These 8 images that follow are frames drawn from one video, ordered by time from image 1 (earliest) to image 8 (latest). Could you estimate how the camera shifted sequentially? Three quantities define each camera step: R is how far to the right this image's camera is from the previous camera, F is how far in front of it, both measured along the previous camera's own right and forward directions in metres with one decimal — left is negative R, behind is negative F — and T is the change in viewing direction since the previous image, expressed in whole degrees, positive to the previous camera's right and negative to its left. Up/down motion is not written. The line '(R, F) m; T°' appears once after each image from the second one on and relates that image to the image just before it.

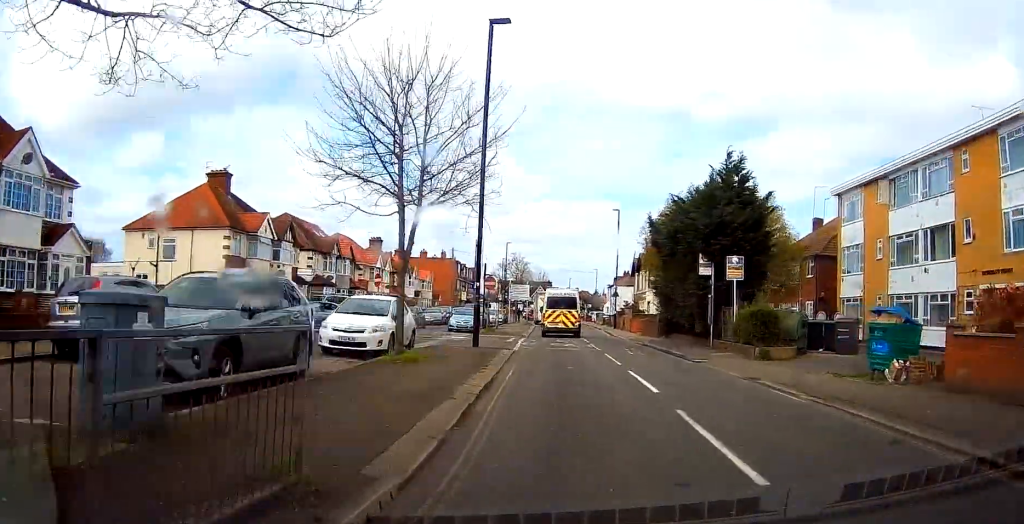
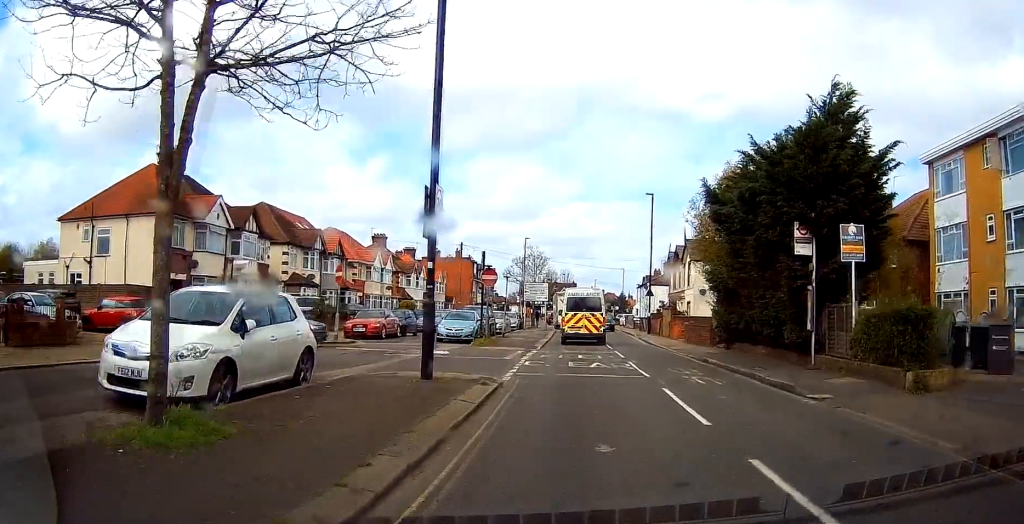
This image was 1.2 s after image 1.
(-0.2, +8.8) m; -1°
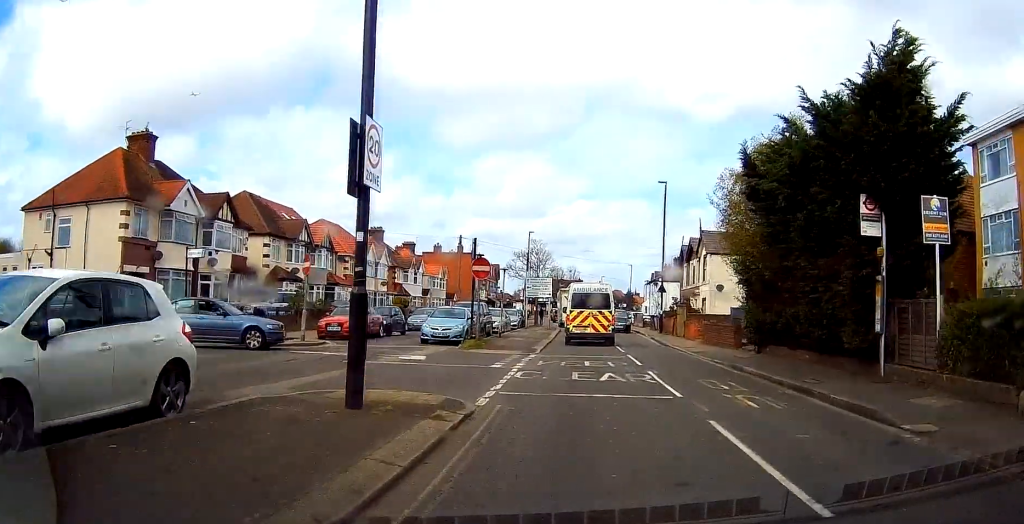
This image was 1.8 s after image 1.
(0.0, +3.5) m; 0°
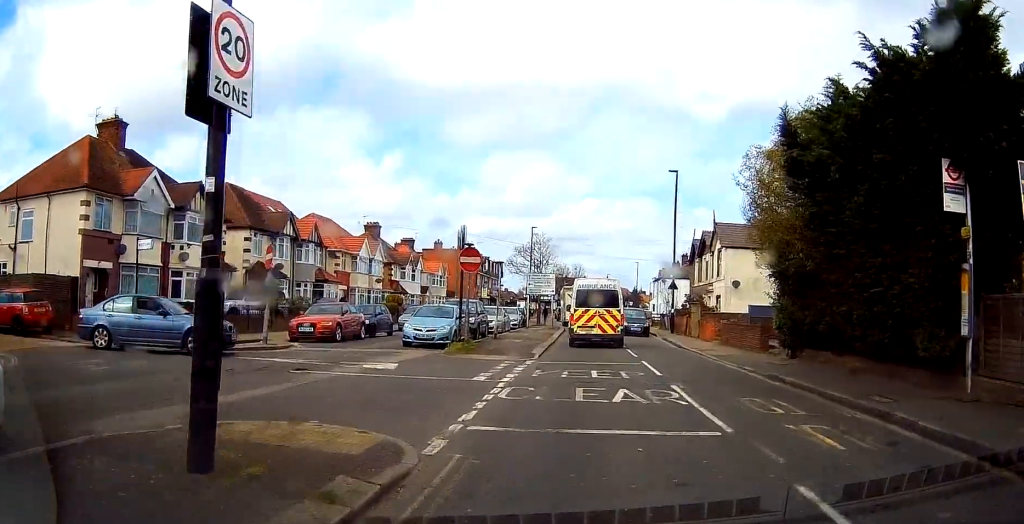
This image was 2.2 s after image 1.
(0.0, +3.0) m; 0°
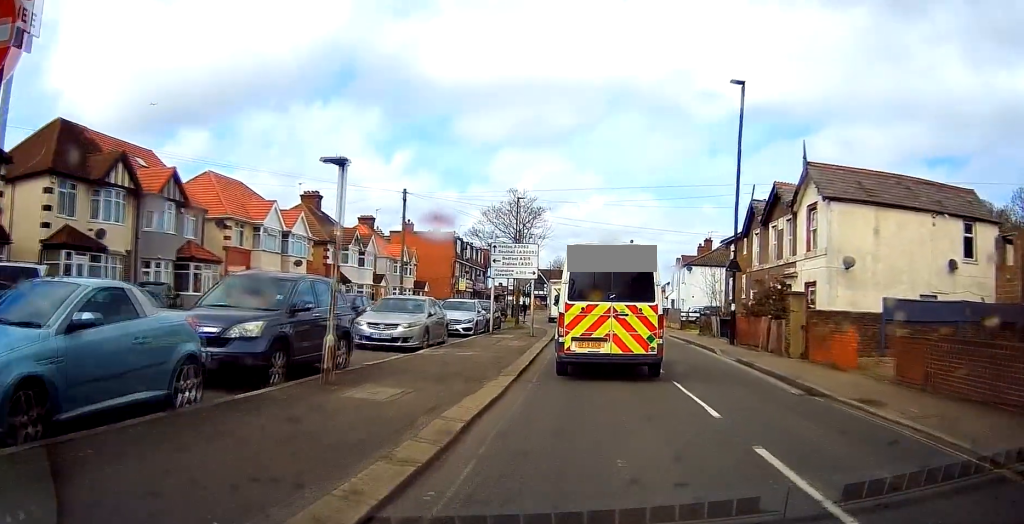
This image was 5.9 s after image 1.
(+0.5, +16.6) m; +1°
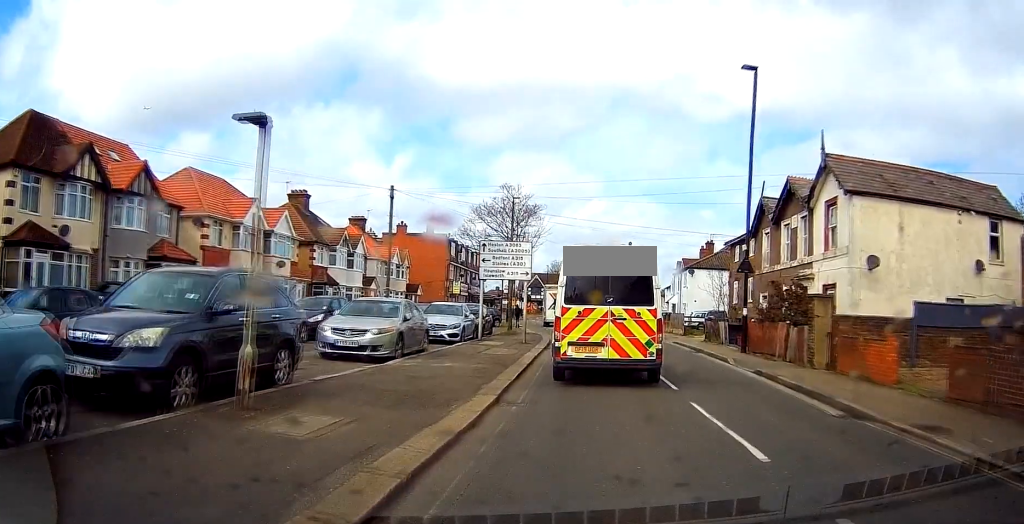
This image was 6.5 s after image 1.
(0.0, +2.2) m; 0°
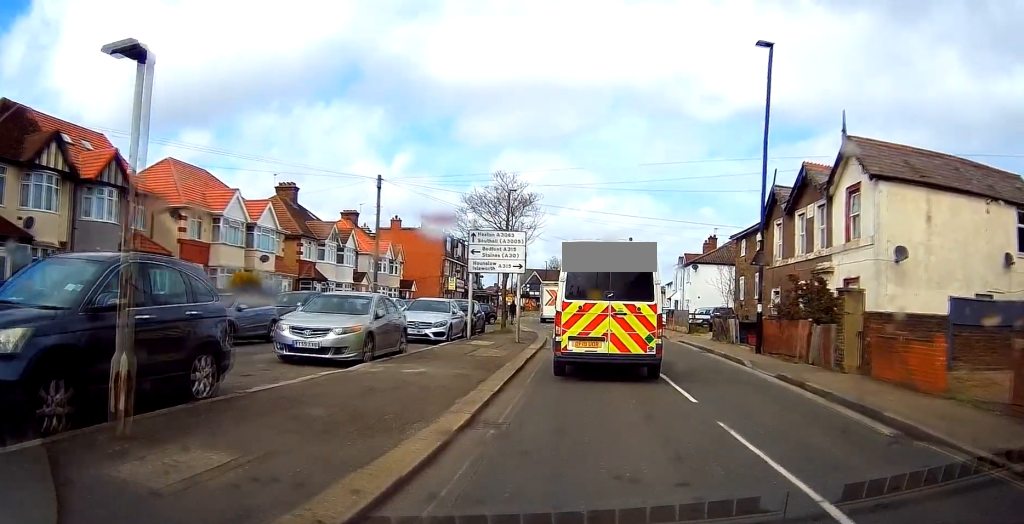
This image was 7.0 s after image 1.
(0.0, +2.0) m; 0°
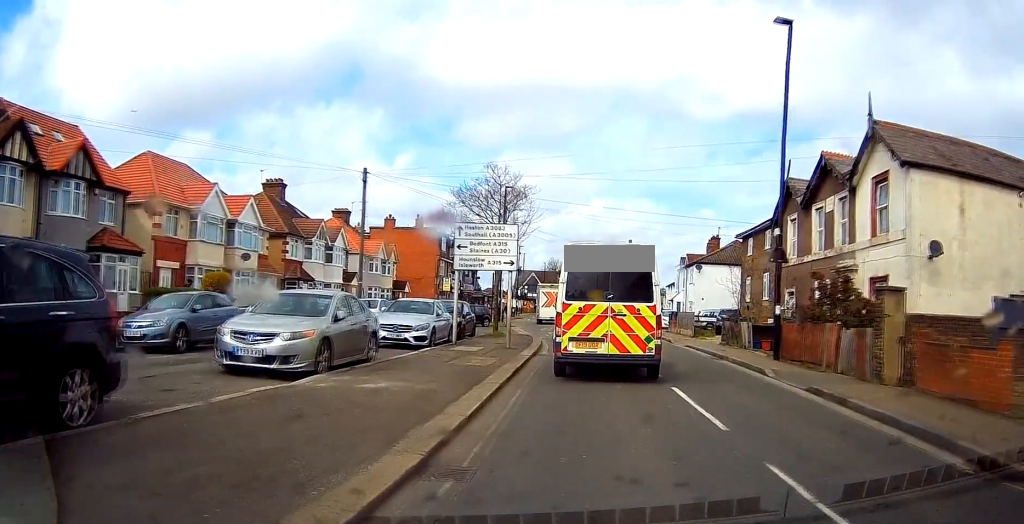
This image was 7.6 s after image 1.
(0.0, +2.1) m; -2°
